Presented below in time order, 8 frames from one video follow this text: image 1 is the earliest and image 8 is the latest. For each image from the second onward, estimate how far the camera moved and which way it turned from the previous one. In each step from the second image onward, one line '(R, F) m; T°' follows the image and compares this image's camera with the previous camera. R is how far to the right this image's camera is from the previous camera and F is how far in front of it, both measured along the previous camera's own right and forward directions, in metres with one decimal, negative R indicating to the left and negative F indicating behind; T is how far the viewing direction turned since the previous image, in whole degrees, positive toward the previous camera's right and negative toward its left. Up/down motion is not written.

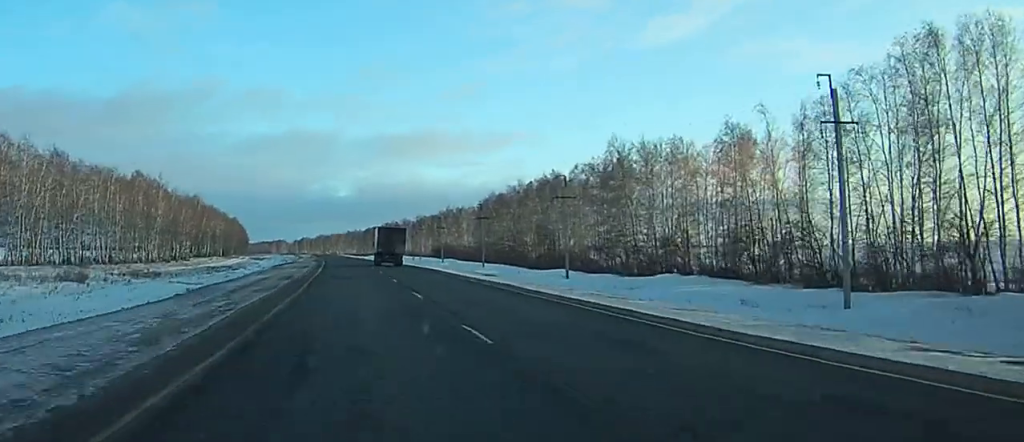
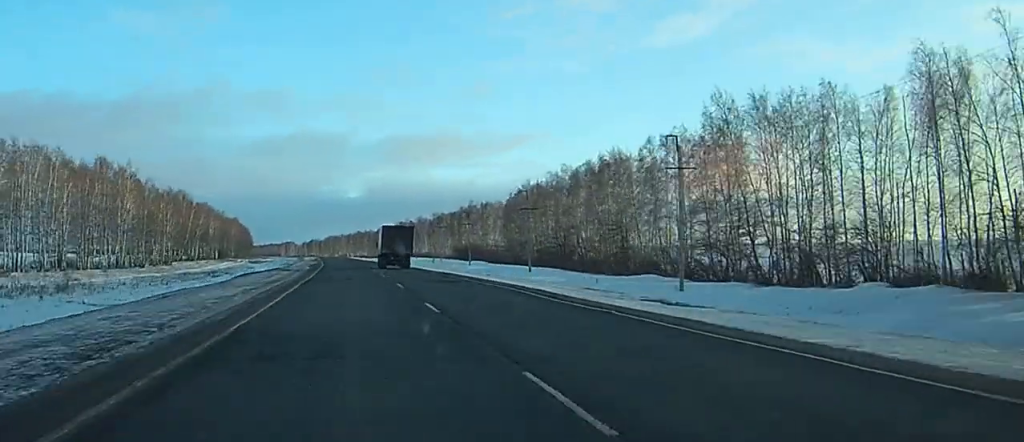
(-0.1, +30.4) m; 0°
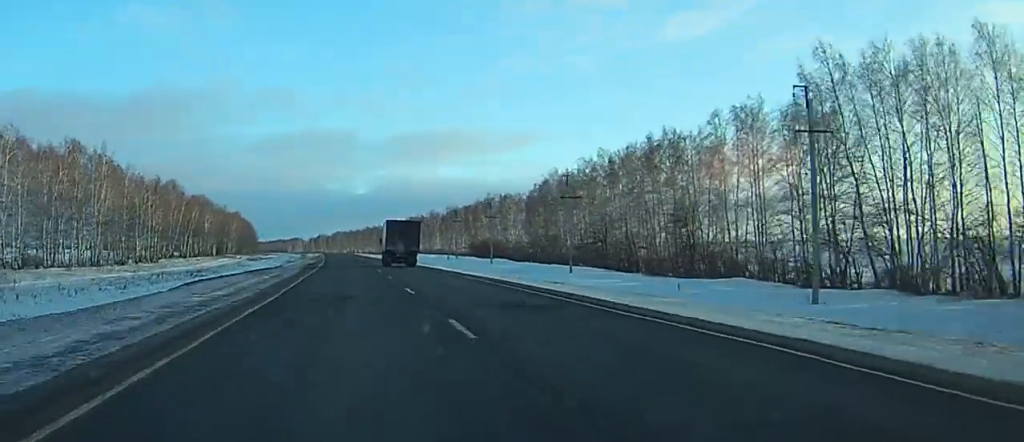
(-0.1, +17.9) m; 0°
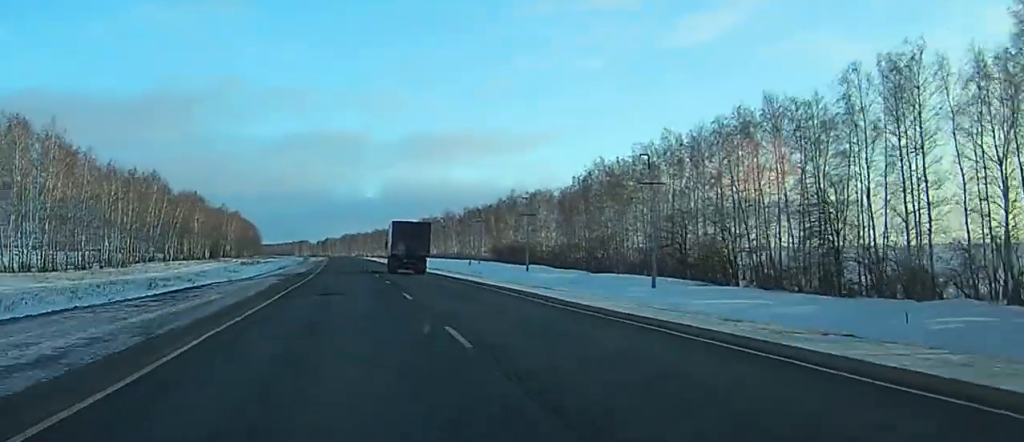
(0.0, +24.4) m; -1°
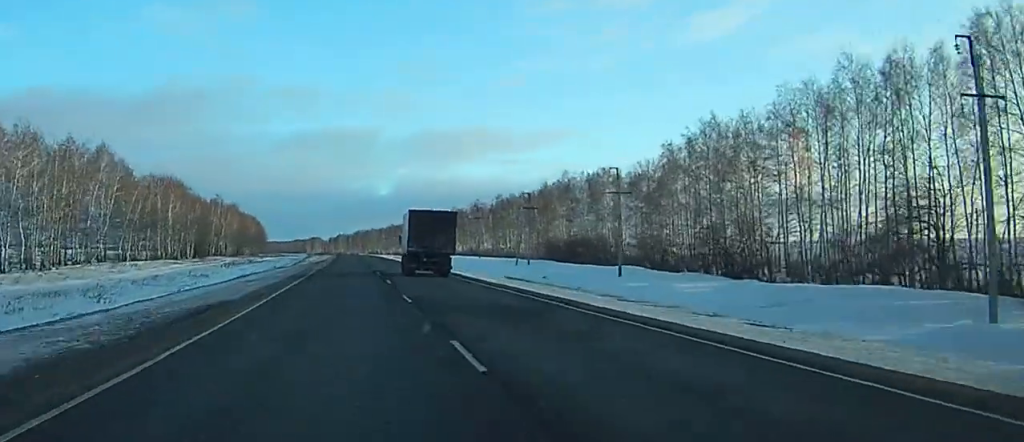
(-0.5, +38.4) m; -1°
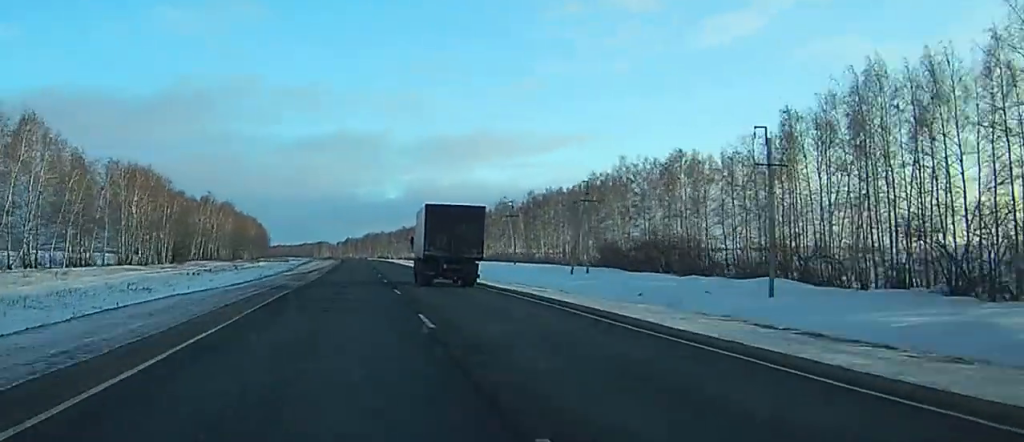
(-0.2, +30.1) m; -1°
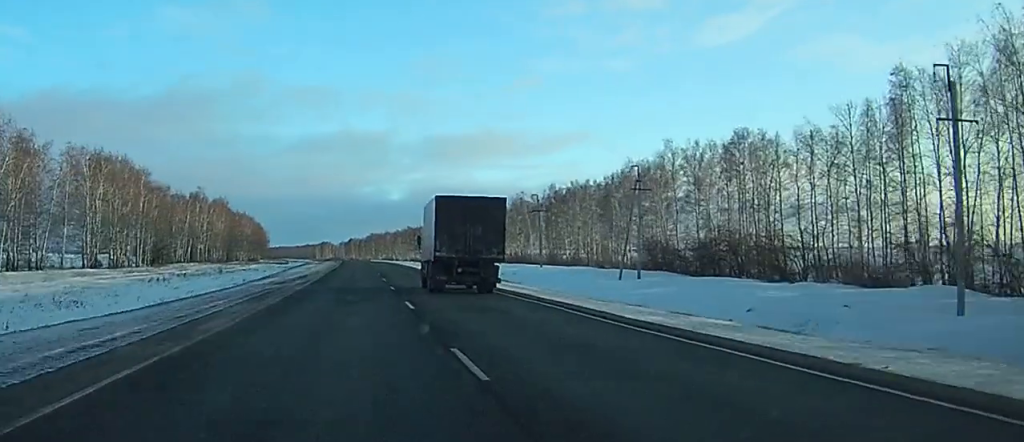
(-0.1, +18.4) m; 0°
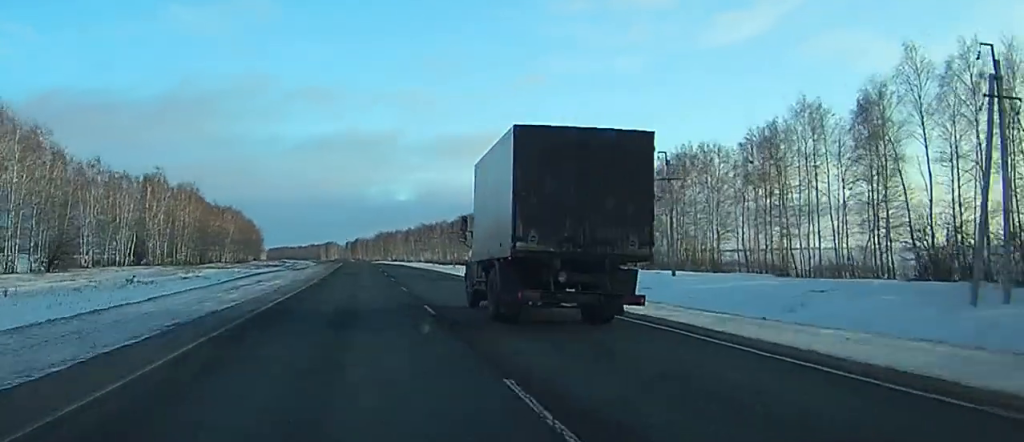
(-0.5, +51.2) m; -1°
